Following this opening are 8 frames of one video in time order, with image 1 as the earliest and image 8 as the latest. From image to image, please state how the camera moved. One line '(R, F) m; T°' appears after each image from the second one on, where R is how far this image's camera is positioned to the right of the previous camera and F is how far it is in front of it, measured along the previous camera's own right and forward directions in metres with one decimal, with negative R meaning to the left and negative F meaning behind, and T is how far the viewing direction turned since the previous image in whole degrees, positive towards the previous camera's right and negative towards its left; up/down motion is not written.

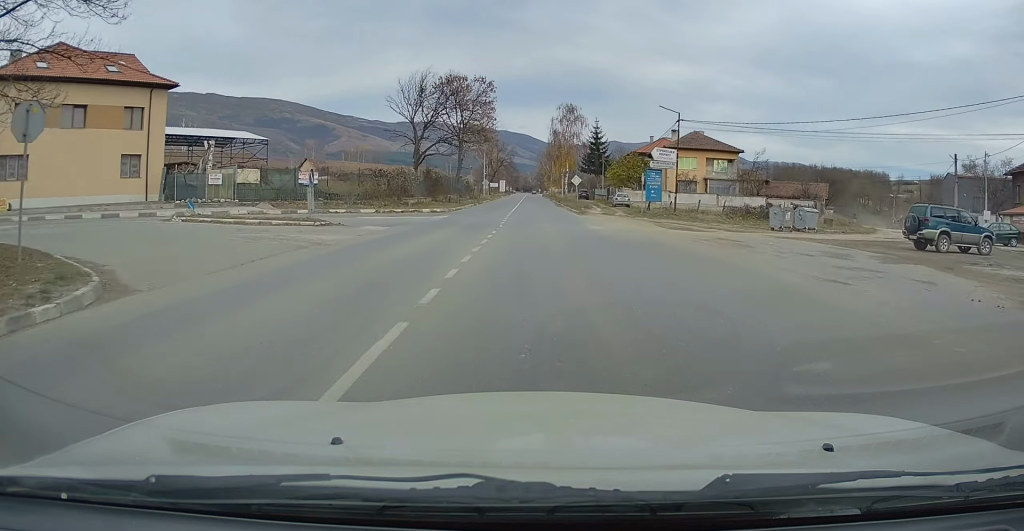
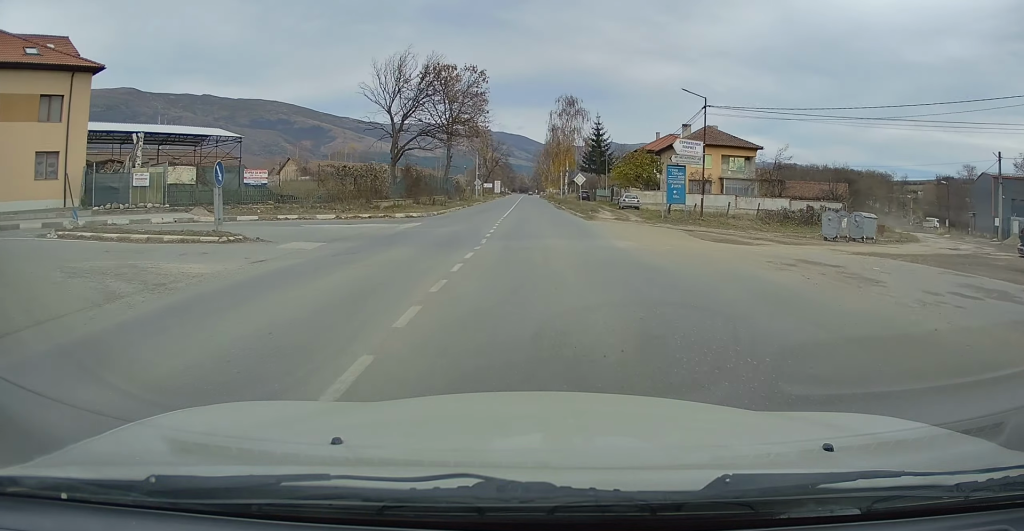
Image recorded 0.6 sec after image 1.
(0.0, +7.5) m; +1°
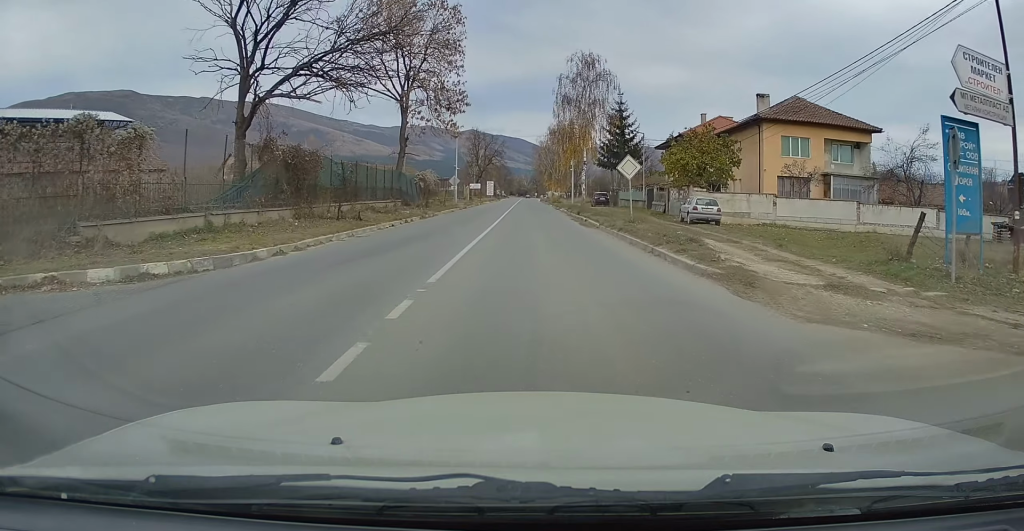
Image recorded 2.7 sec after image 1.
(+0.3, +24.6) m; +1°
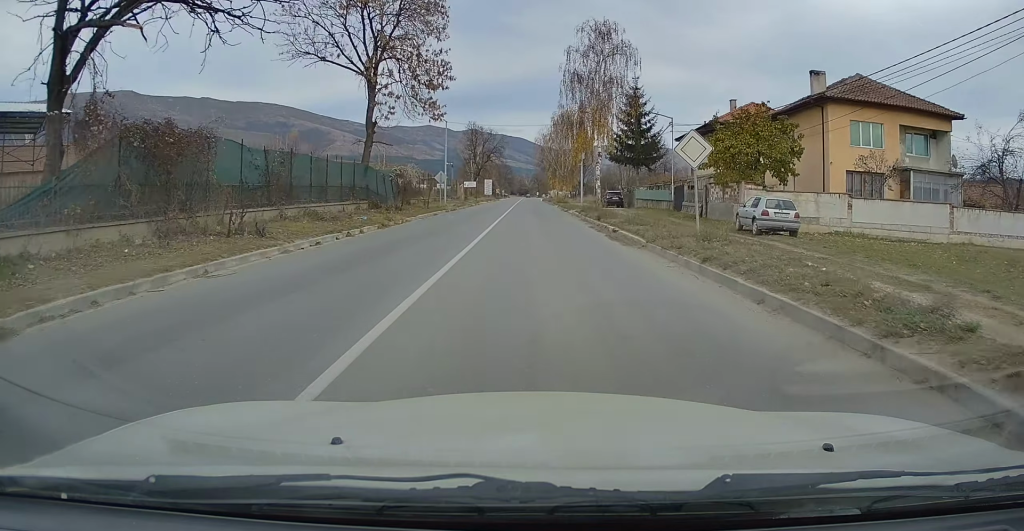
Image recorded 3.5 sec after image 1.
(+0.2, +9.6) m; 0°
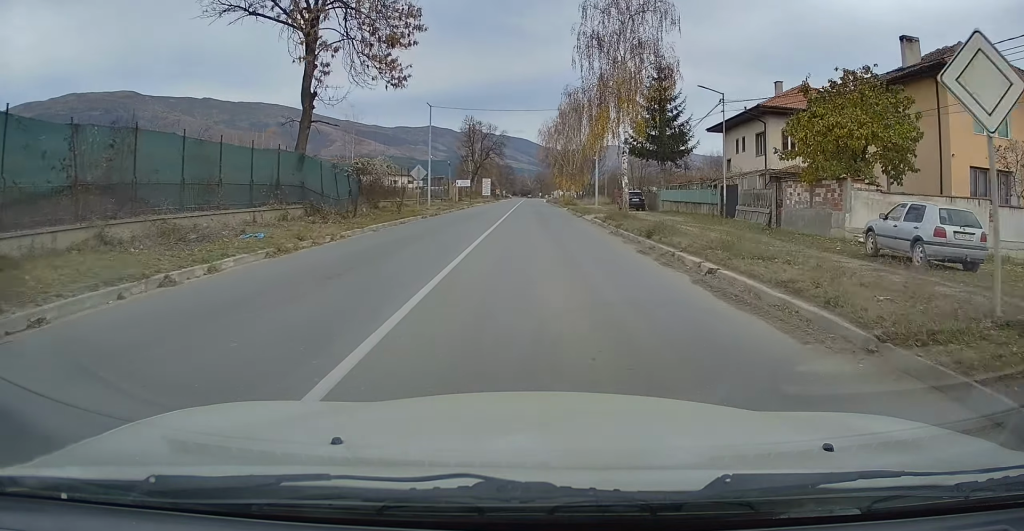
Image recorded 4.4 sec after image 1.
(0.0, +10.6) m; -1°
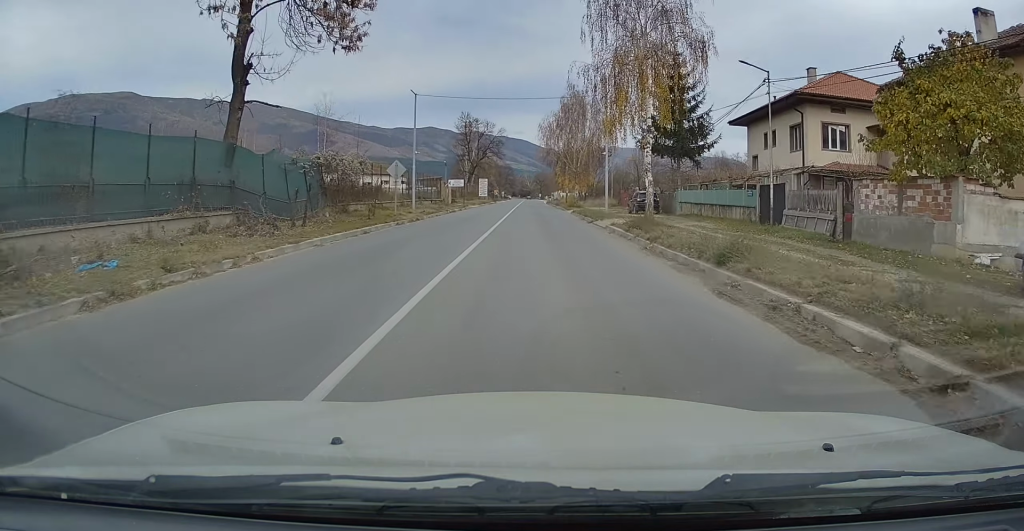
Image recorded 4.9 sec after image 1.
(-0.1, +6.1) m; -1°
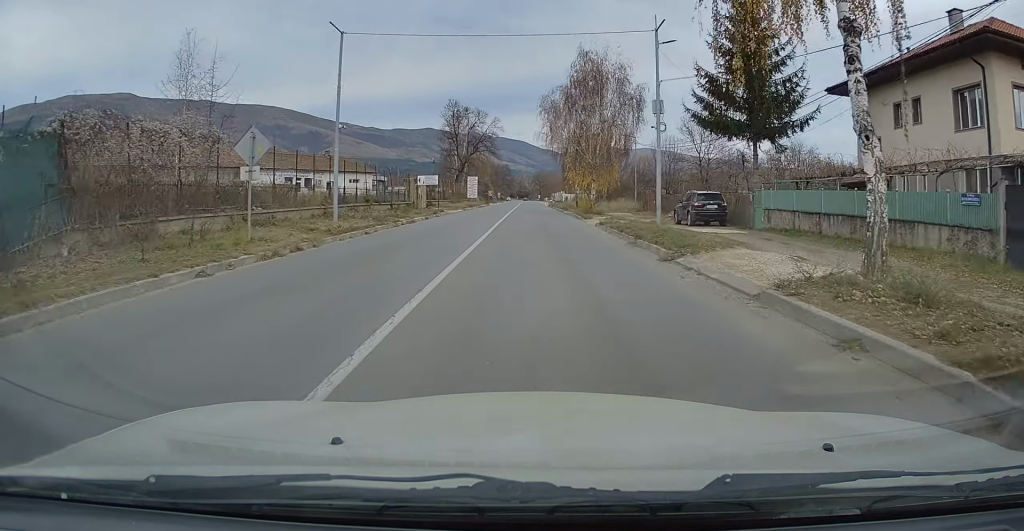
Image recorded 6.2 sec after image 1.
(0.0, +16.3) m; 0°
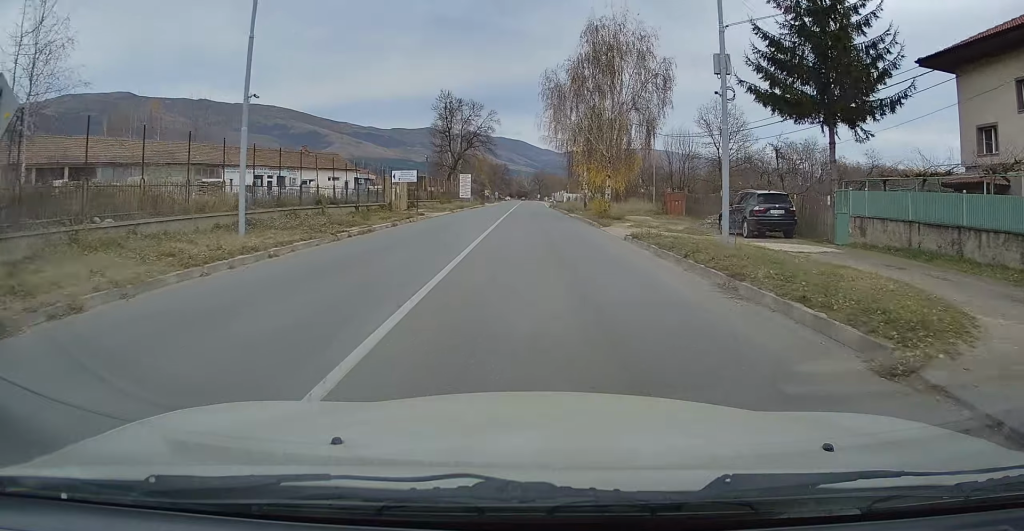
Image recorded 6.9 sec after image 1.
(0.0, +8.2) m; 0°
